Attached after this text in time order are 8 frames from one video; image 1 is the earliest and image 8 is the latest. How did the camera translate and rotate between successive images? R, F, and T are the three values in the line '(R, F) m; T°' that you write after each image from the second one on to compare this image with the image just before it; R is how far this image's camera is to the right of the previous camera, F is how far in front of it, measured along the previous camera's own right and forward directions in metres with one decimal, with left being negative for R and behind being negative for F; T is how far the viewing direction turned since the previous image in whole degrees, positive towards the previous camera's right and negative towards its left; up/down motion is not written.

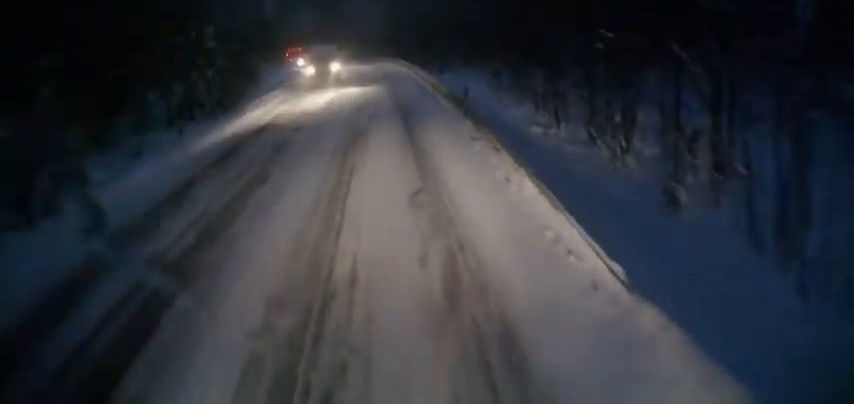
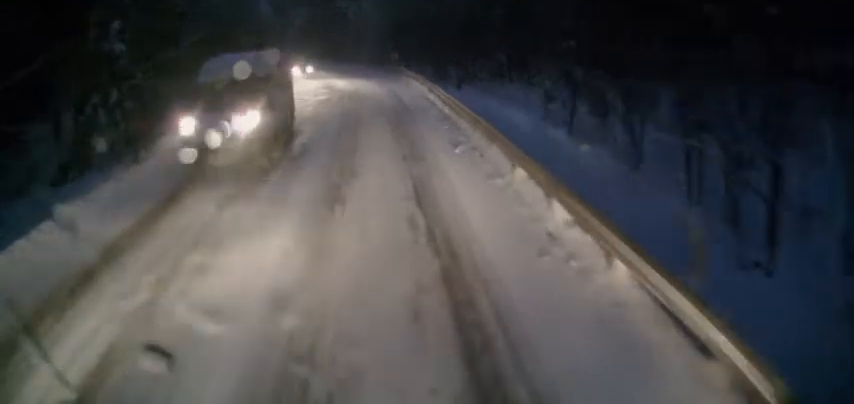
(0.0, +11.0) m; +1°
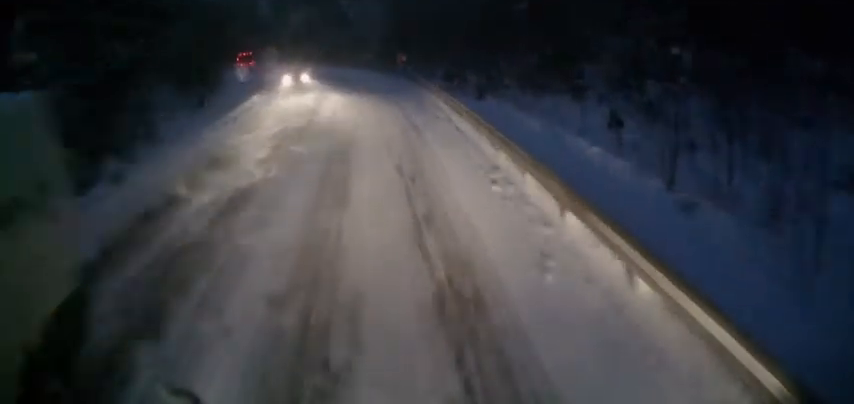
(-0.1, +6.2) m; +2°
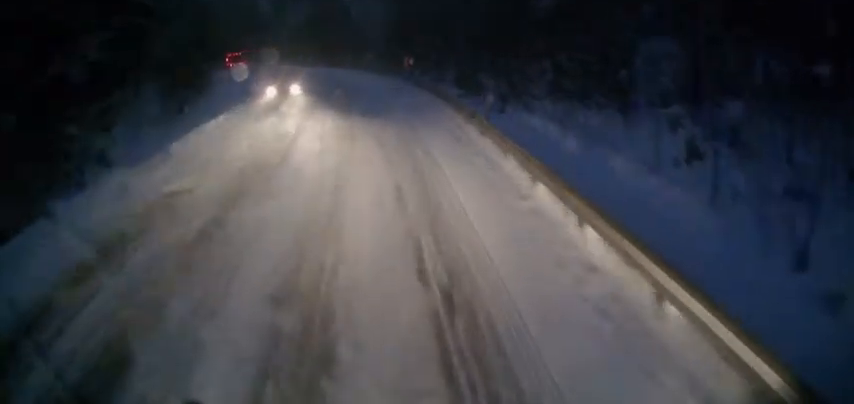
(+0.2, +4.5) m; 0°
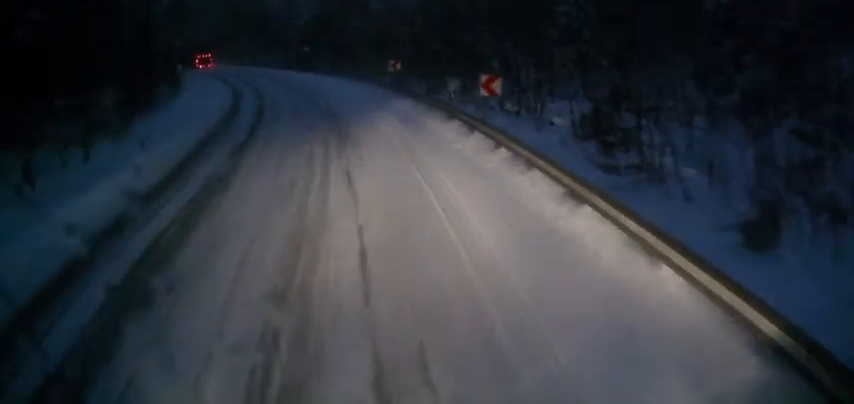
(-0.2, +17.2) m; -4°
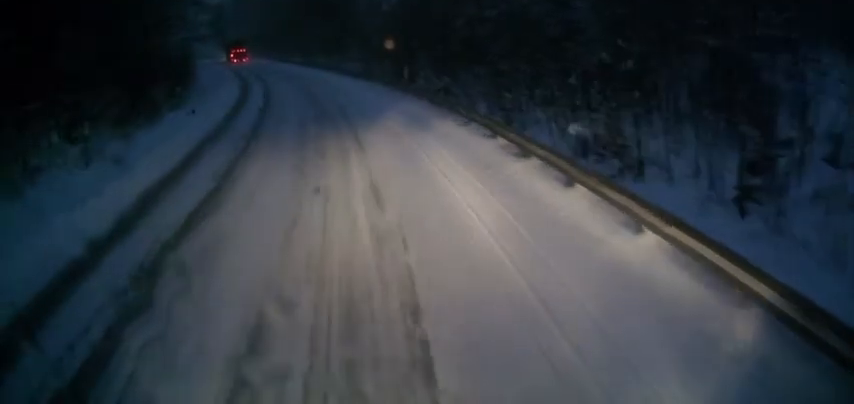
(-1.5, +22.3) m; -9°
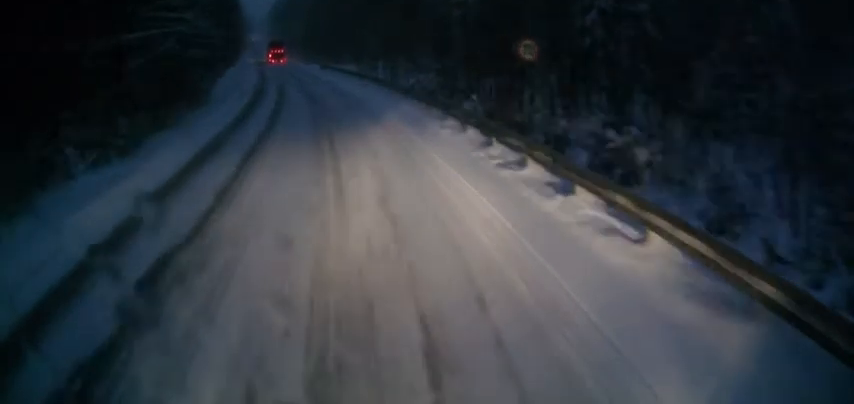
(-0.6, +16.2) m; -4°
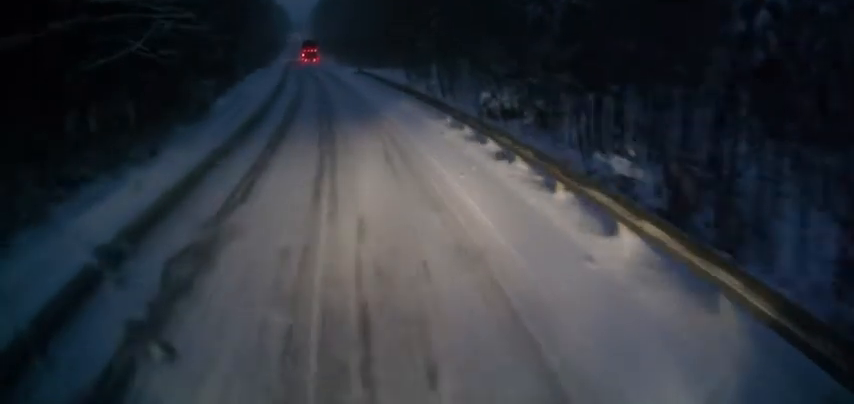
(-0.3, +12.0) m; -6°
